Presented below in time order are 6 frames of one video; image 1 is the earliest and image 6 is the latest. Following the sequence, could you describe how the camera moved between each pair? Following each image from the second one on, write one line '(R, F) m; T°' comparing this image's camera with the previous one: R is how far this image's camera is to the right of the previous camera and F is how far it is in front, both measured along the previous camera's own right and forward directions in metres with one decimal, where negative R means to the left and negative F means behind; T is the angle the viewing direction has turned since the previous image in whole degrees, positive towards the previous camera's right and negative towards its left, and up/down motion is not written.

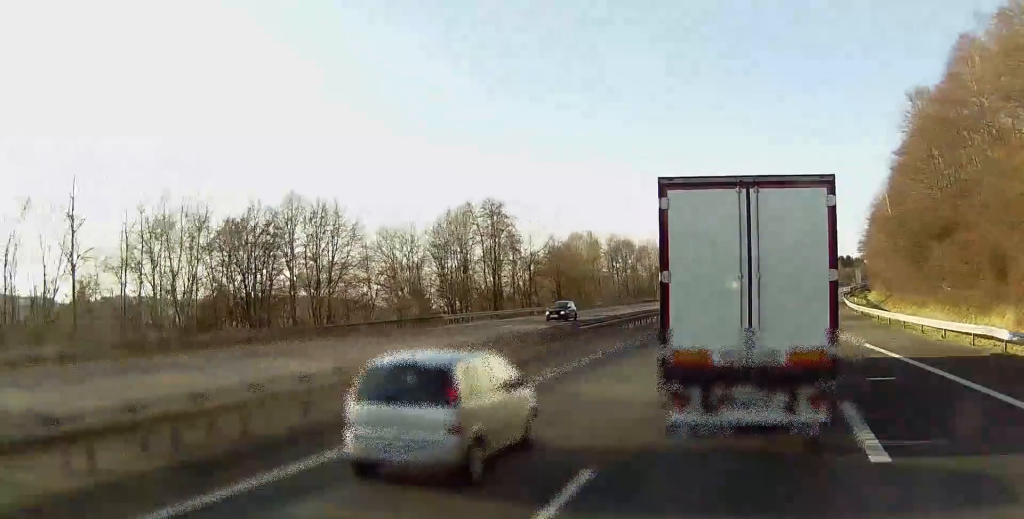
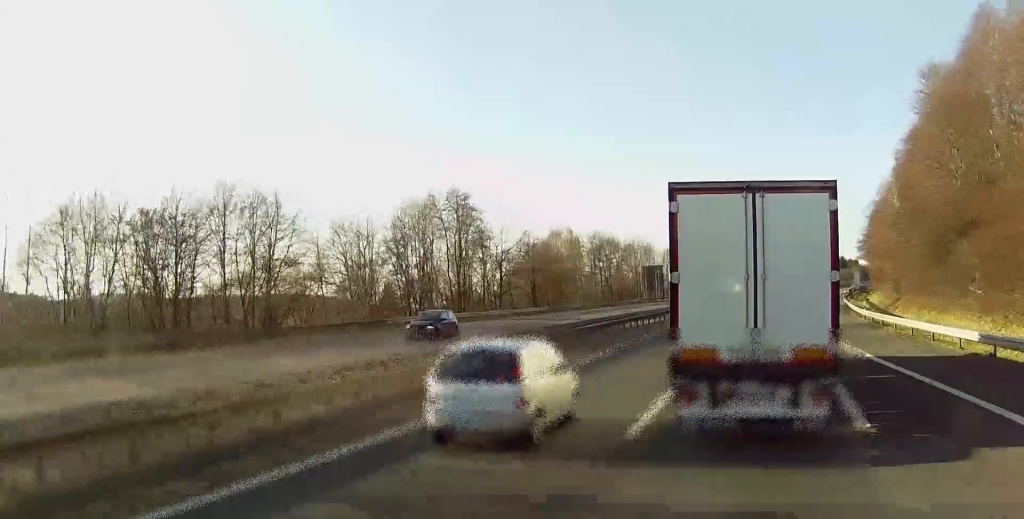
(0.0, +9.1) m; 0°
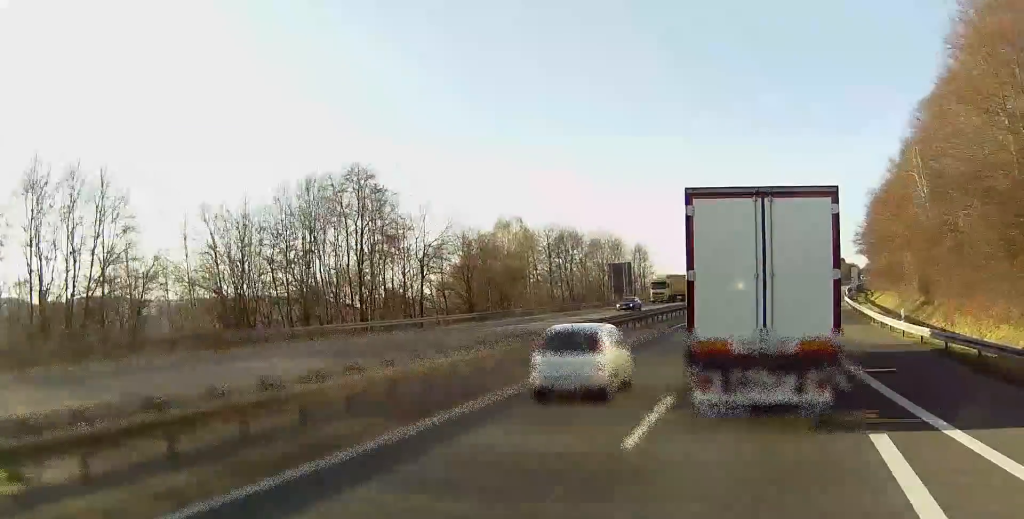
(0.0, +19.0) m; 0°
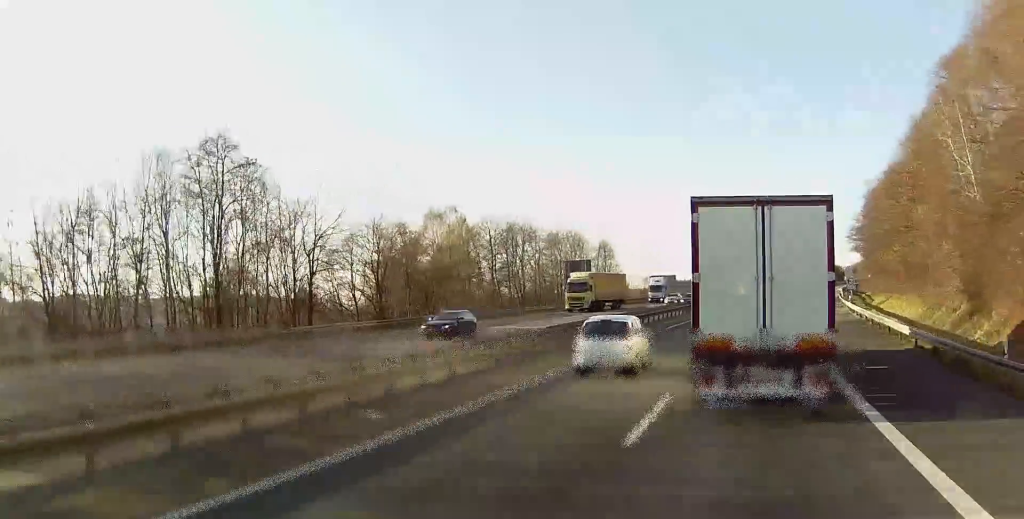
(0.0, +17.5) m; 0°
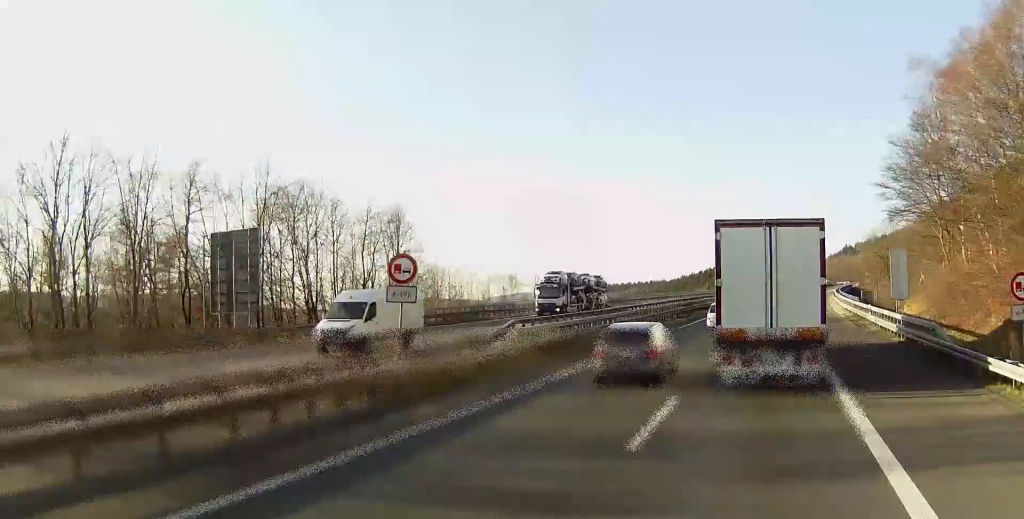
(0.0, +69.2) m; +1°
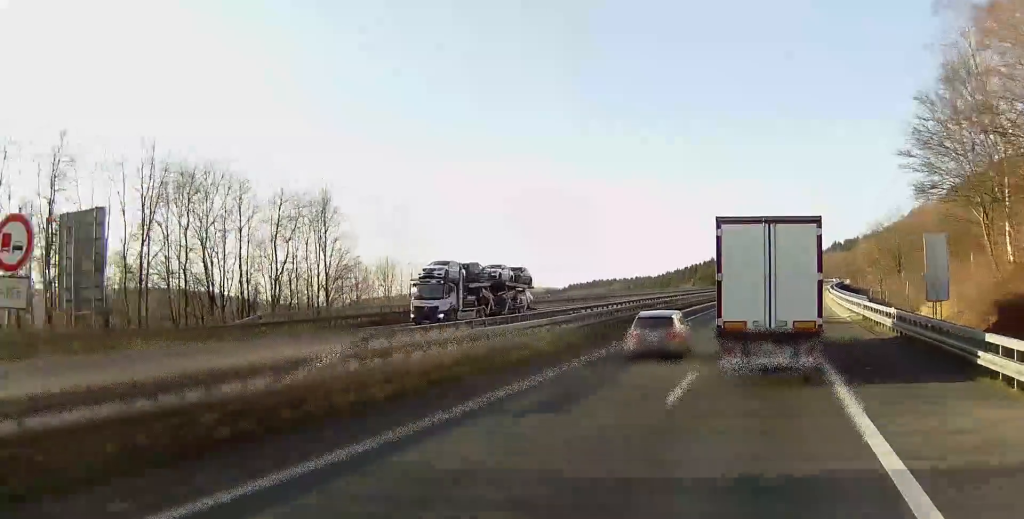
(-0.1, +12.2) m; +2°
